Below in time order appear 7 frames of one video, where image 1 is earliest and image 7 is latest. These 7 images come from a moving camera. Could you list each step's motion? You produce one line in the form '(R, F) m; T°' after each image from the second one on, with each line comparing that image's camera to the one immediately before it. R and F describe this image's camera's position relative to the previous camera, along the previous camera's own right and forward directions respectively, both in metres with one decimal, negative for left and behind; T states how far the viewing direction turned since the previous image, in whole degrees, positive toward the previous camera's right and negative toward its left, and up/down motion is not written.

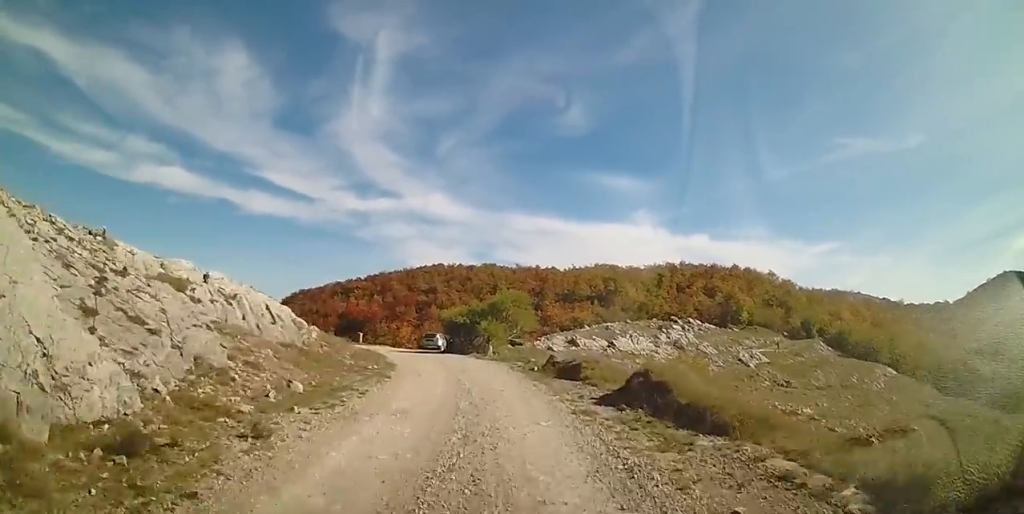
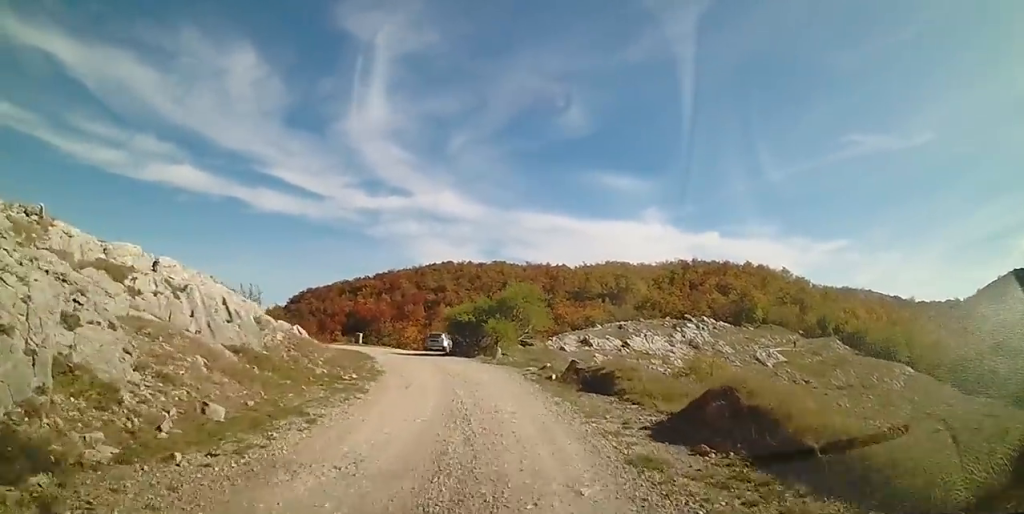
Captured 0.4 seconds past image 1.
(-0.1, +3.2) m; -2°
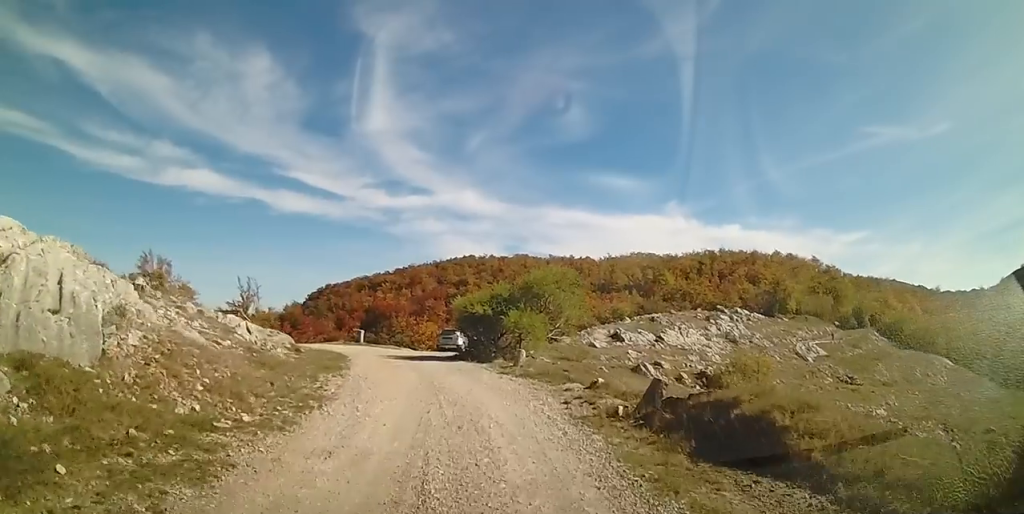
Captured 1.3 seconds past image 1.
(-0.2, +6.2) m; -5°
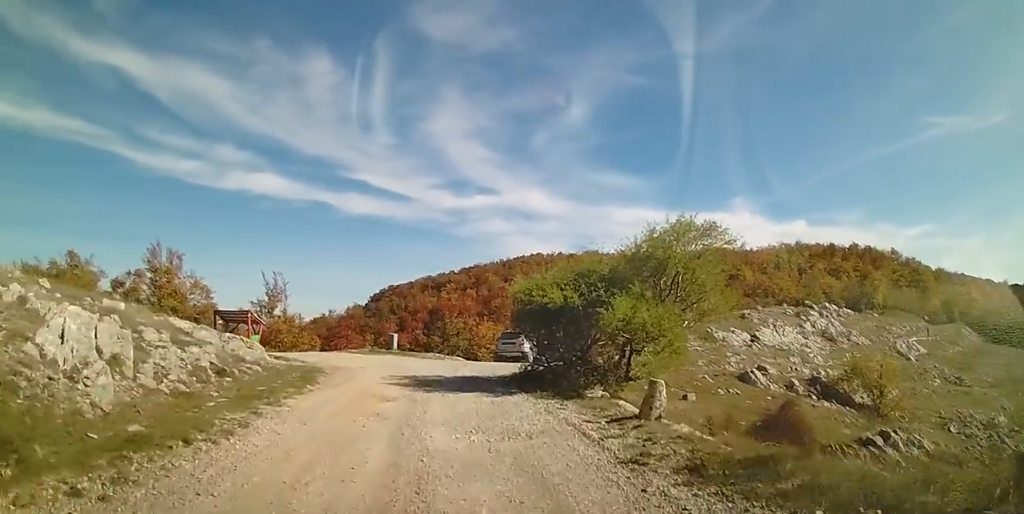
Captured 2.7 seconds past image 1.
(-0.8, +9.5) m; -5°
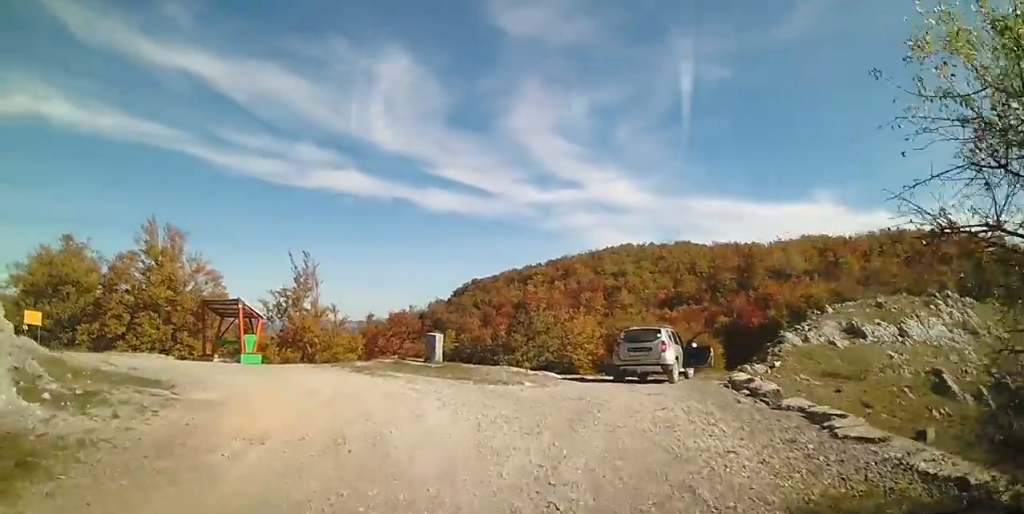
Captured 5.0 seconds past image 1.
(-1.2, +12.3) m; -17°
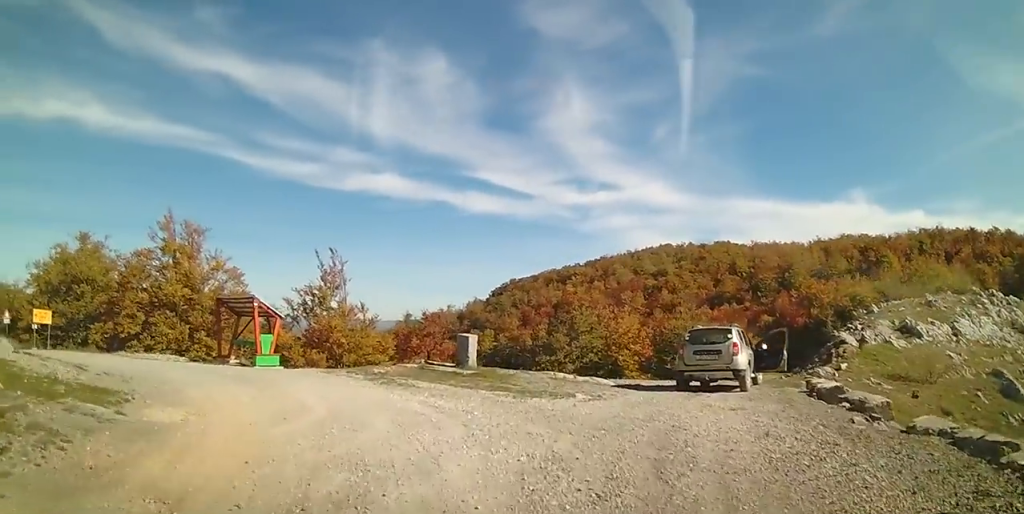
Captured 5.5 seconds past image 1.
(-0.1, +2.4) m; -2°
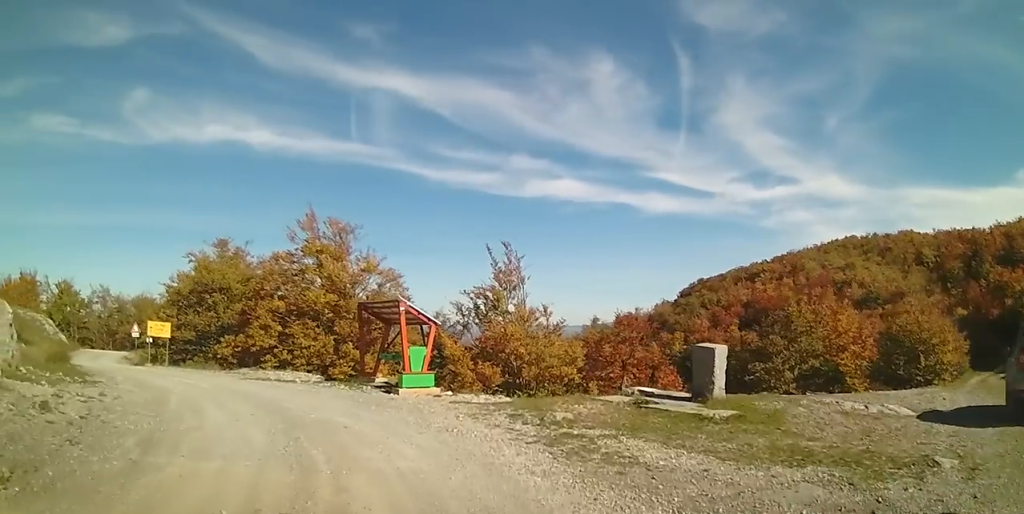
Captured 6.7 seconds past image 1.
(-0.1, +5.6) m; -14°
